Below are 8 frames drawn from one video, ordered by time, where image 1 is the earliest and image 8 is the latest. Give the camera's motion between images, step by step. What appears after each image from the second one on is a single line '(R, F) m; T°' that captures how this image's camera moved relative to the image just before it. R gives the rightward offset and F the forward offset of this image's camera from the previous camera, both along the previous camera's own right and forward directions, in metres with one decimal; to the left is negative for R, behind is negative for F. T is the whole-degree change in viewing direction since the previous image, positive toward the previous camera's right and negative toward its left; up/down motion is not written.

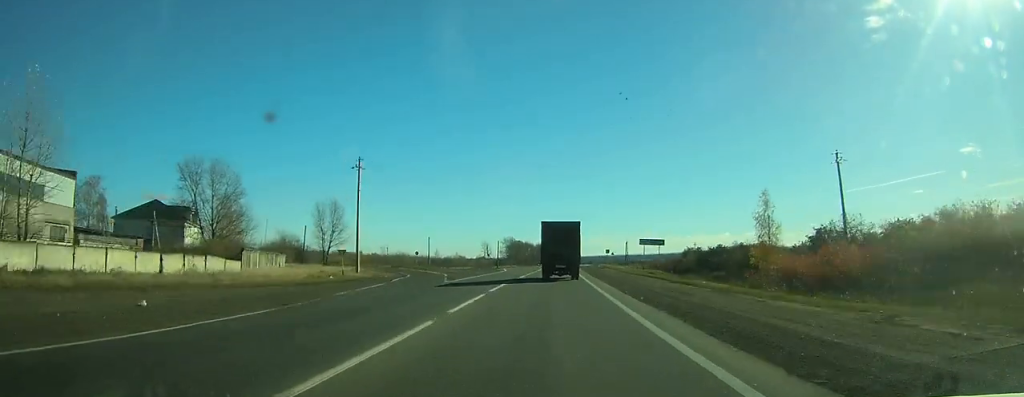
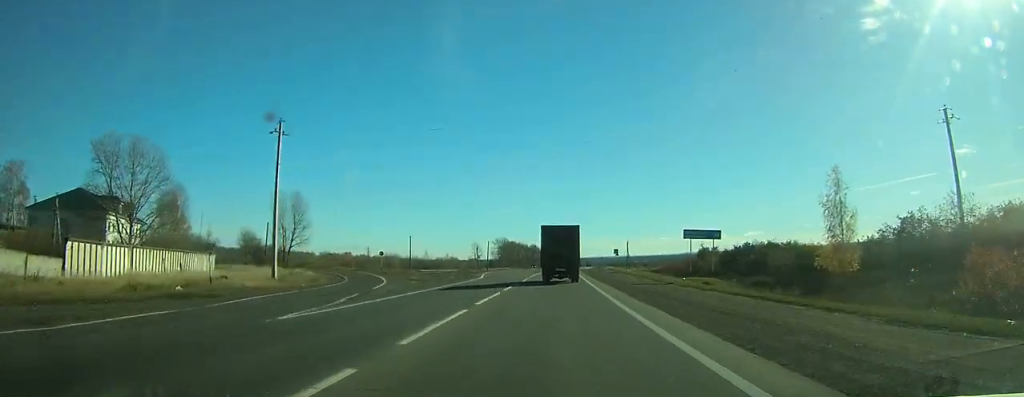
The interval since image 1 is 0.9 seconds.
(0.0, +20.9) m; 0°
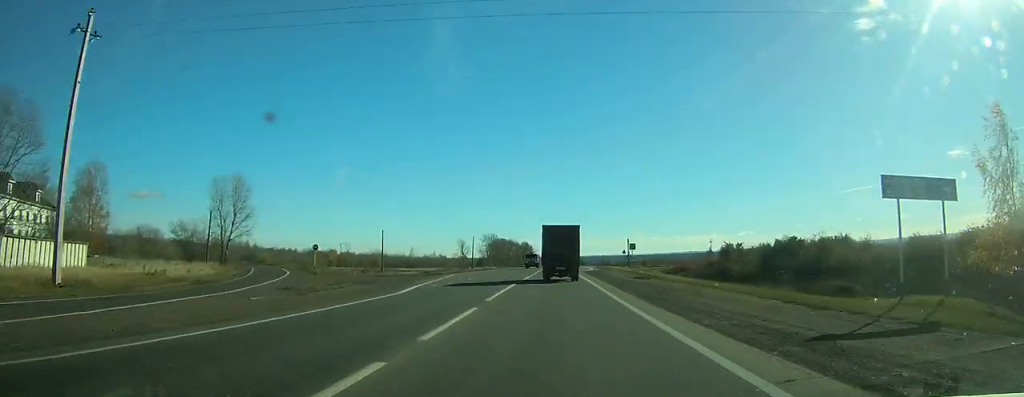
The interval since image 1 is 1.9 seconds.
(+0.1, +24.0) m; +1°
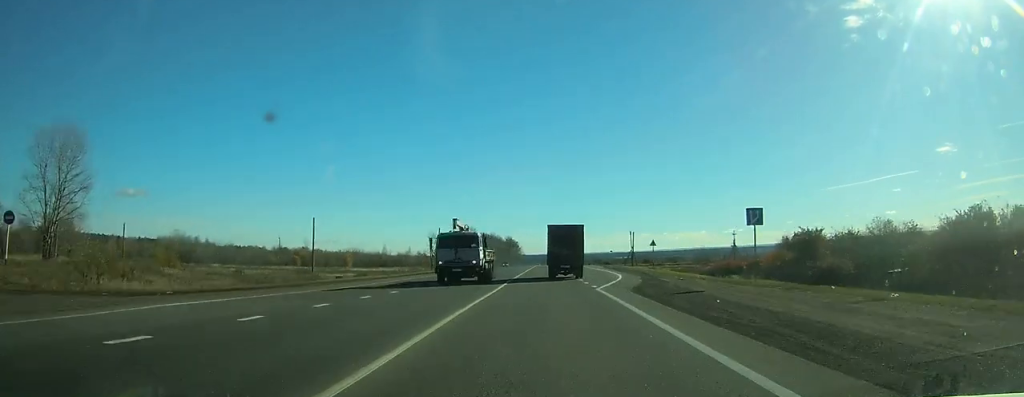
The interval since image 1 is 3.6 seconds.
(+0.4, +41.6) m; +1°
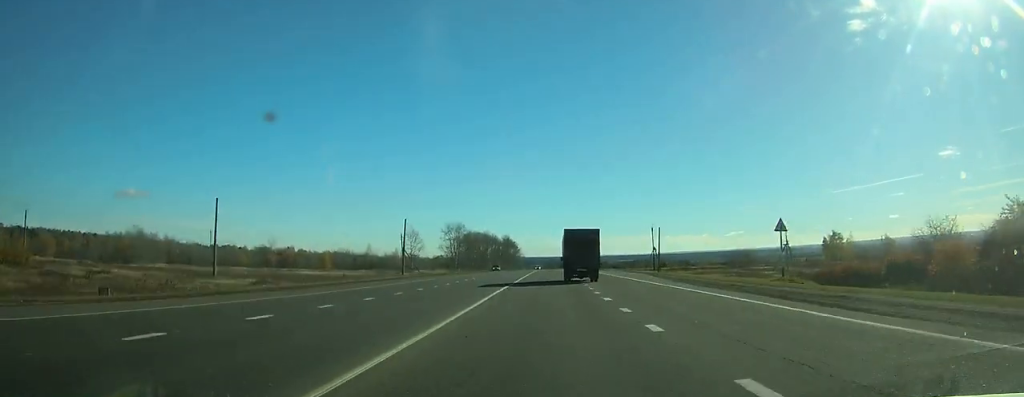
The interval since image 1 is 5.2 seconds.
(+0.1, +38.7) m; 0°
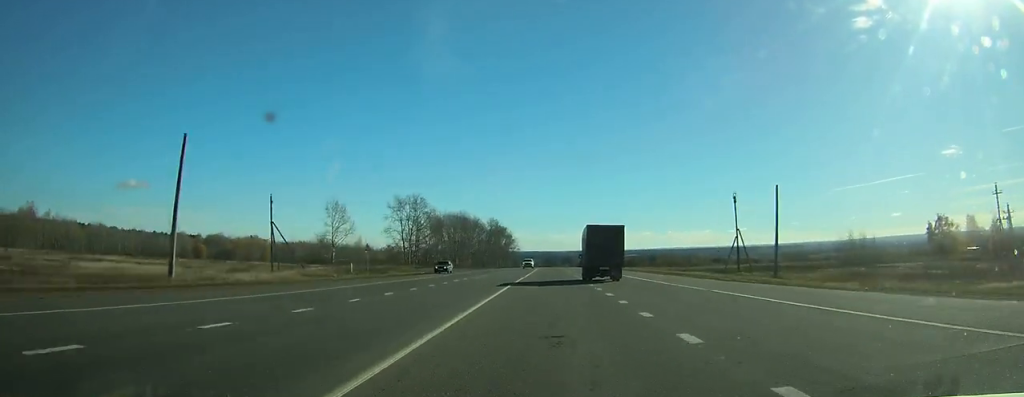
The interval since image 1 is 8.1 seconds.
(-0.2, +72.0) m; 0°
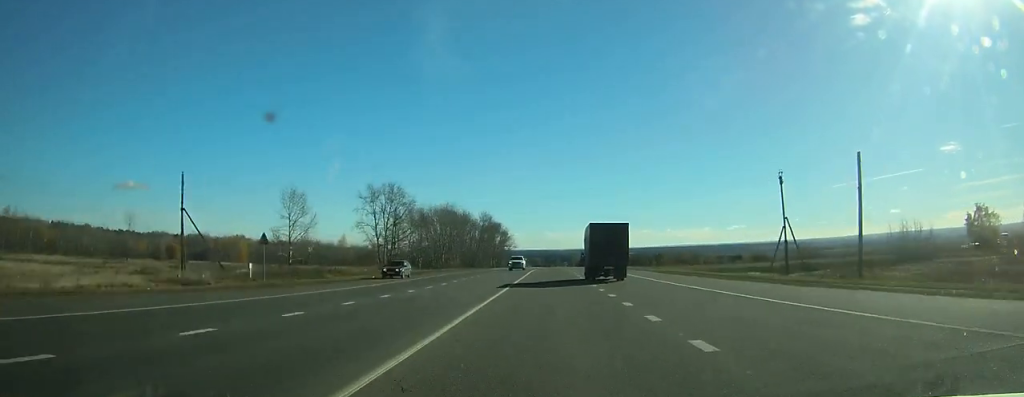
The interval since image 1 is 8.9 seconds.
(+0.1, +20.0) m; 0°
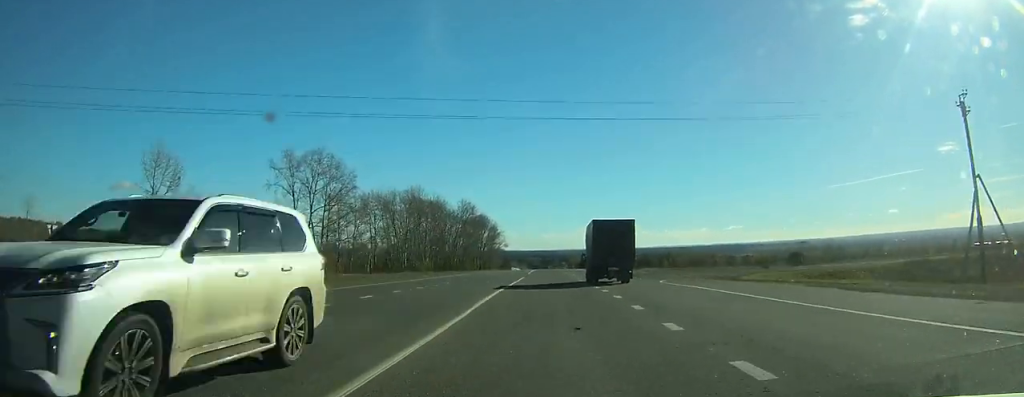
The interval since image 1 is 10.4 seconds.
(+0.1, +37.0) m; 0°
